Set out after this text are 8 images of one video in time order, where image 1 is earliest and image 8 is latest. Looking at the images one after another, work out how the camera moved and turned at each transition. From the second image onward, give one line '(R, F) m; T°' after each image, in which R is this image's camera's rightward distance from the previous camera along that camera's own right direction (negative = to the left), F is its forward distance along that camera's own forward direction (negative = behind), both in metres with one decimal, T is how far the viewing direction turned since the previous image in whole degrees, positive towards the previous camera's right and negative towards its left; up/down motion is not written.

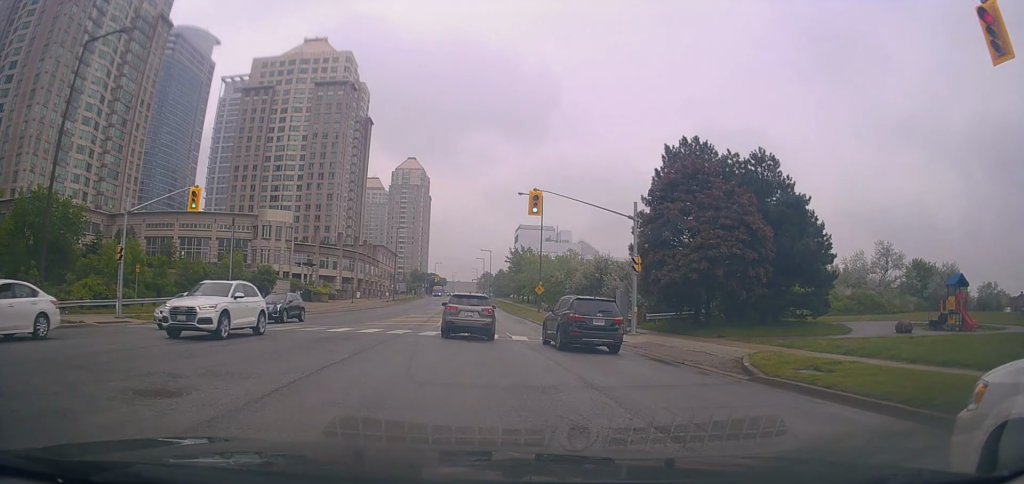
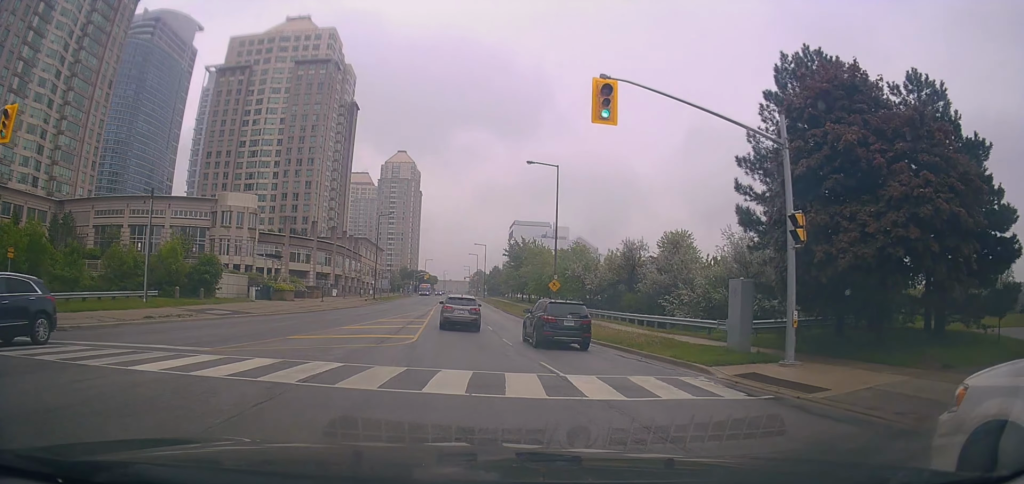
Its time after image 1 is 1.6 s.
(0.0, +13.0) m; +2°
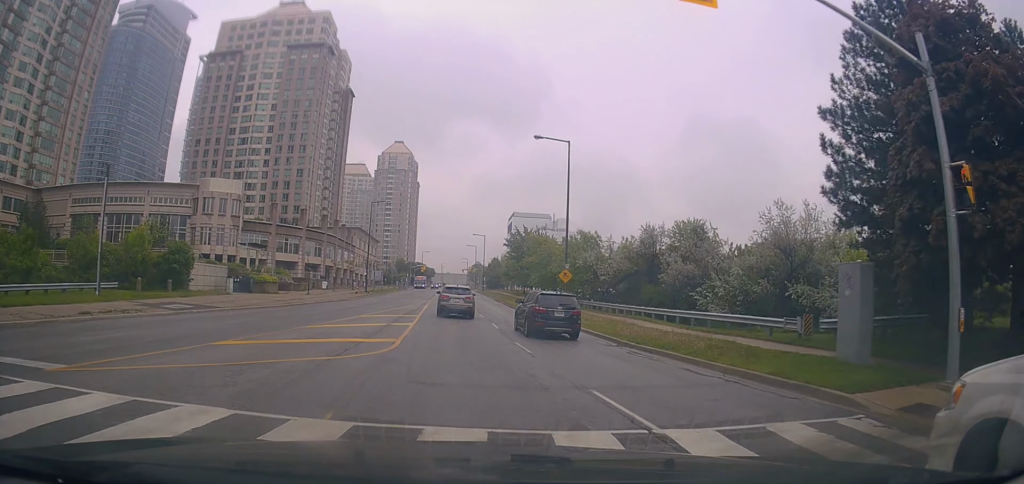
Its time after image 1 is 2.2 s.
(+0.4, +5.3) m; -1°
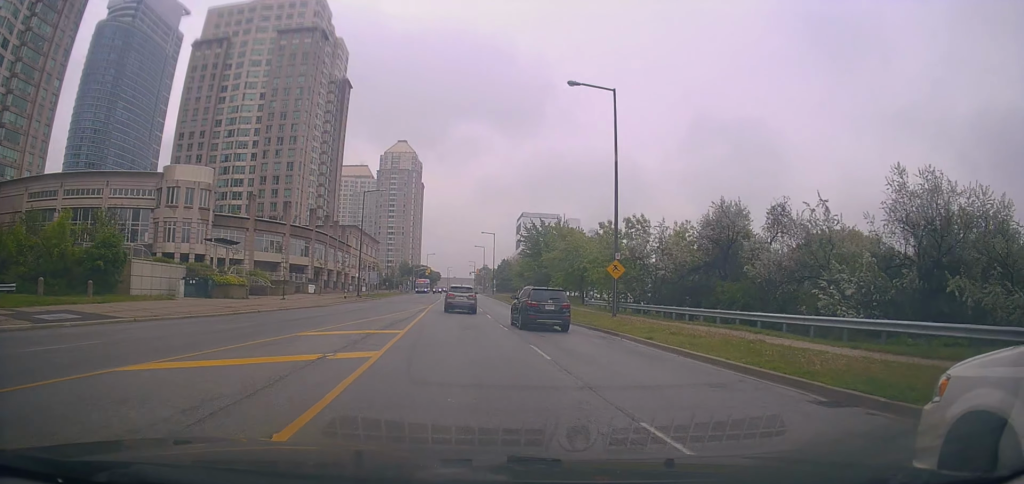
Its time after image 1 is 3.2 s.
(-0.8, +10.9) m; -2°
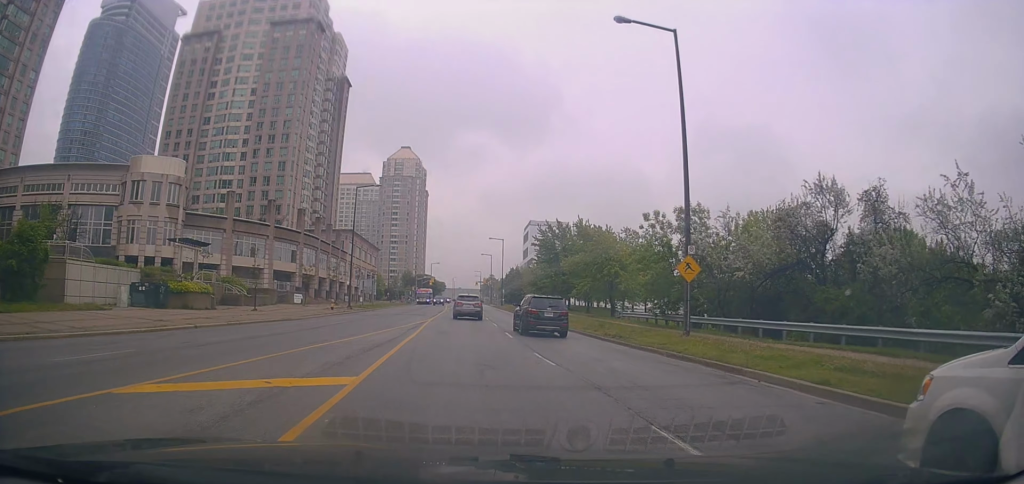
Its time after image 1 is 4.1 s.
(+0.5, +9.2) m; +1°
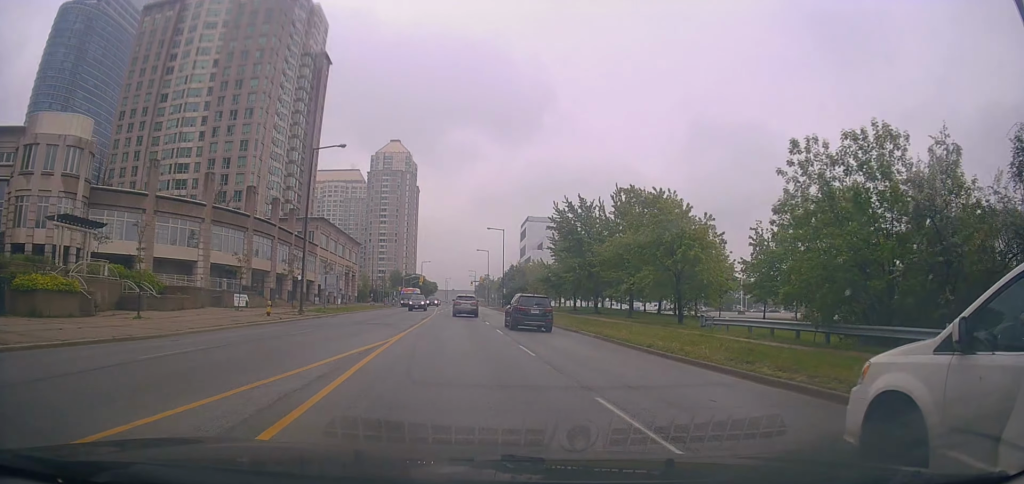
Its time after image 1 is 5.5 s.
(-0.4, +16.0) m; -2°
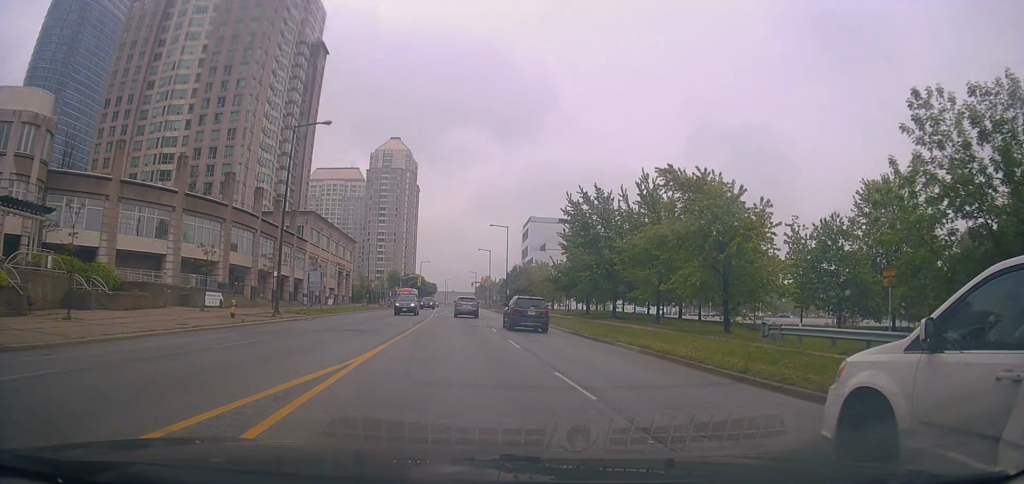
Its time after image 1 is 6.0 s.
(0.0, +5.9) m; 0°
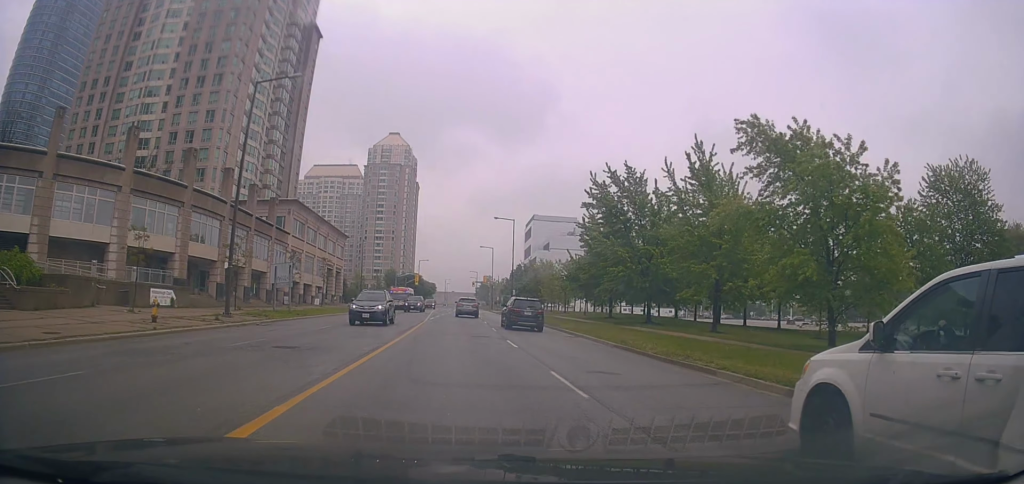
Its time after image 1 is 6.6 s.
(0.0, +8.2) m; 0°
